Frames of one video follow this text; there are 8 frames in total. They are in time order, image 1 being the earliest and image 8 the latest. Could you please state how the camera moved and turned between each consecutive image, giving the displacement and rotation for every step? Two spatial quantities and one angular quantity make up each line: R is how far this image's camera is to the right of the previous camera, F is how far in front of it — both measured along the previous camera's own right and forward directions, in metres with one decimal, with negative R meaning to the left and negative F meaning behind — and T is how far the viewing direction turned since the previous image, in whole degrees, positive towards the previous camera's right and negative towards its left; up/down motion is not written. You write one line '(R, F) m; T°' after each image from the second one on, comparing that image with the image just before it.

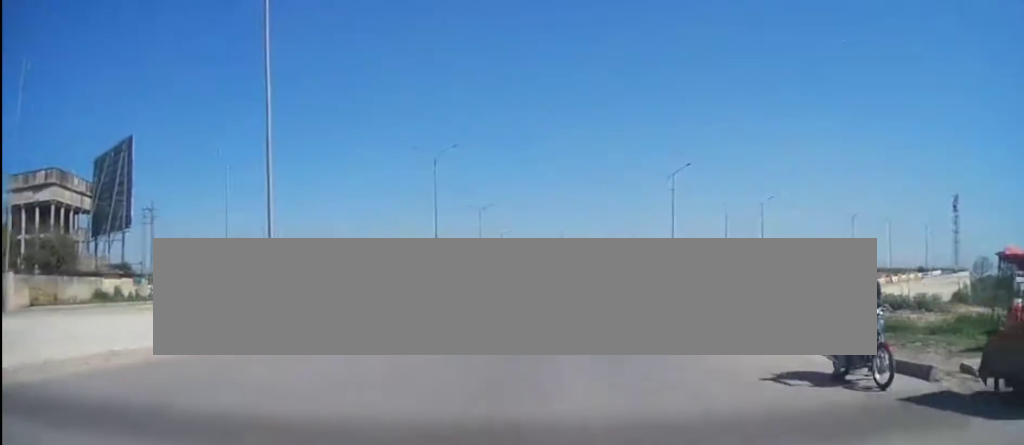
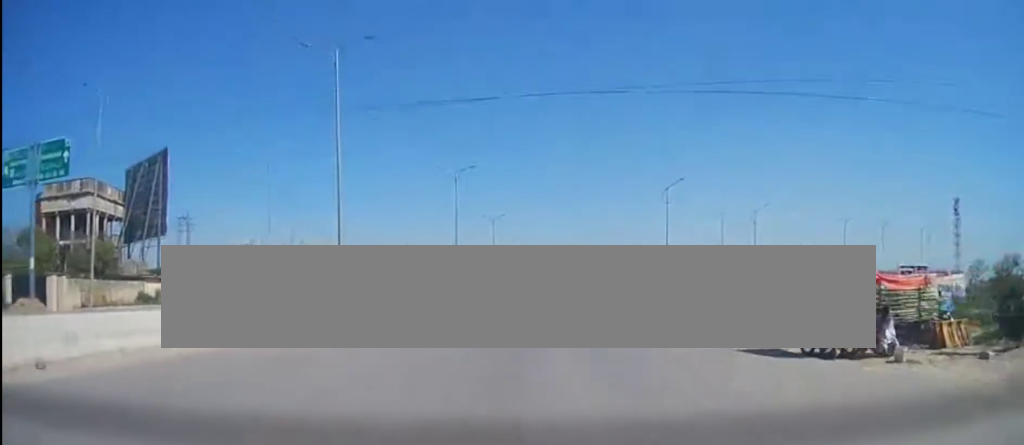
(-0.1, +7.1) m; -1°
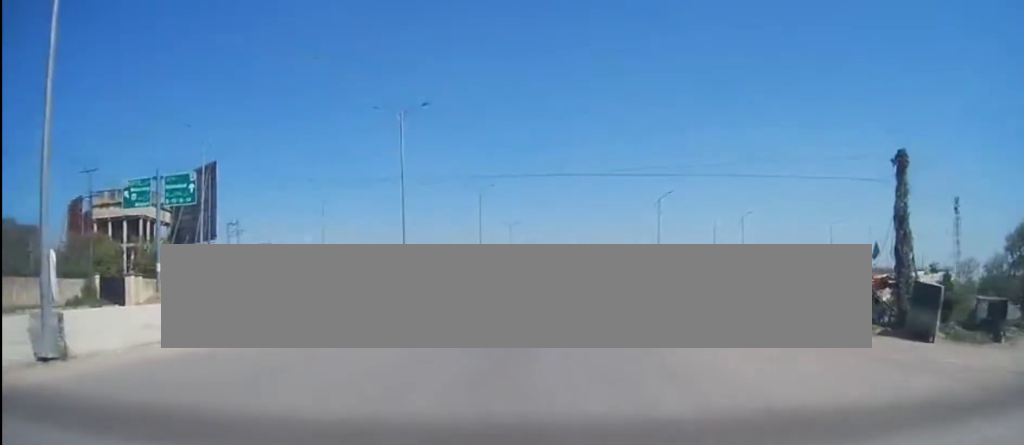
(-0.2, +11.7) m; -3°
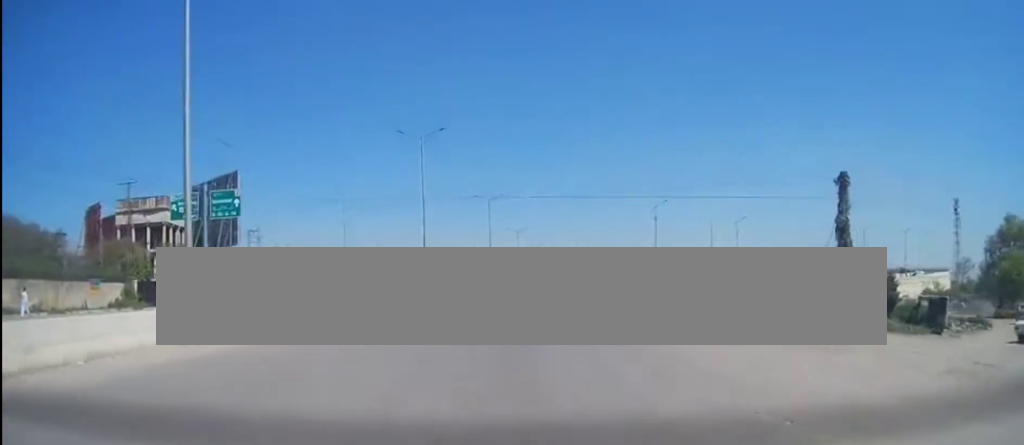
(-0.2, +5.3) m; -1°
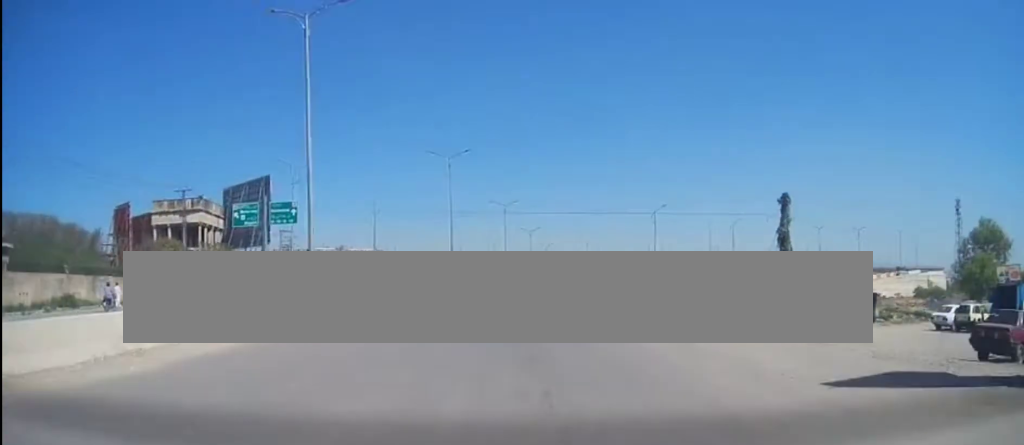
(-0.1, +9.0) m; -1°
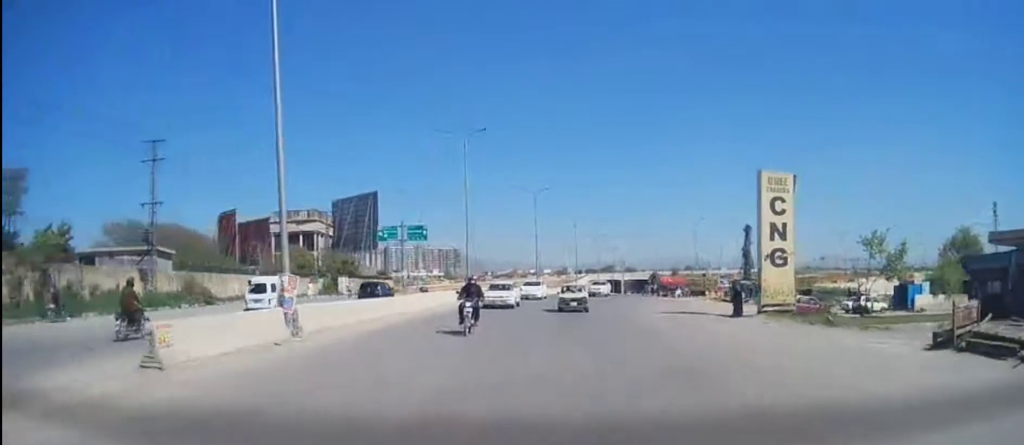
(-0.2, +22.0) m; -4°
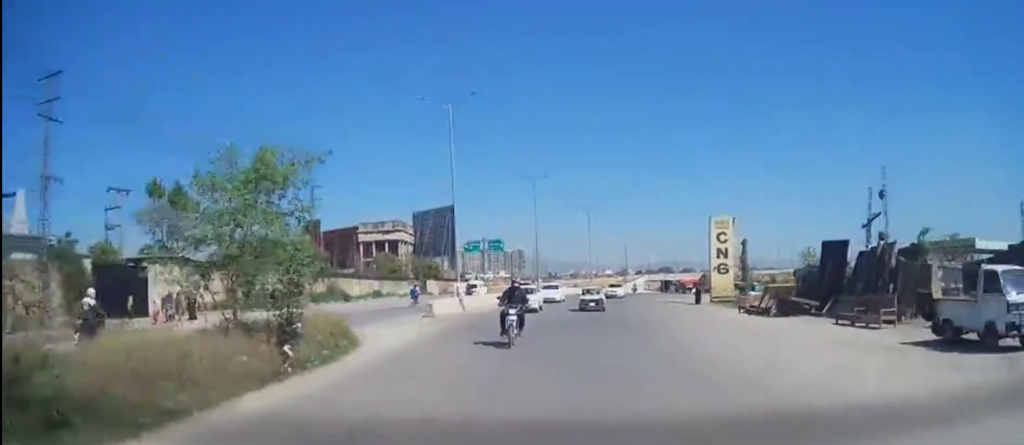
(-1.7, +19.8) m; -10°
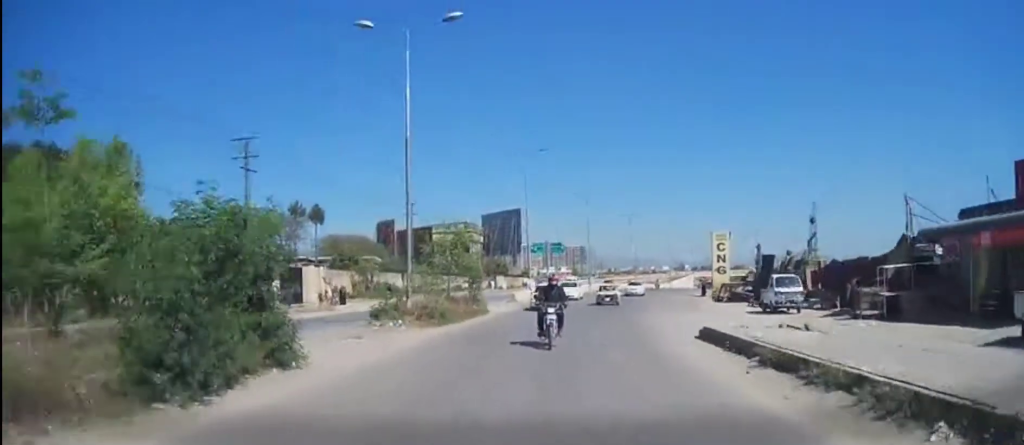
(-0.9, +17.8) m; -6°
